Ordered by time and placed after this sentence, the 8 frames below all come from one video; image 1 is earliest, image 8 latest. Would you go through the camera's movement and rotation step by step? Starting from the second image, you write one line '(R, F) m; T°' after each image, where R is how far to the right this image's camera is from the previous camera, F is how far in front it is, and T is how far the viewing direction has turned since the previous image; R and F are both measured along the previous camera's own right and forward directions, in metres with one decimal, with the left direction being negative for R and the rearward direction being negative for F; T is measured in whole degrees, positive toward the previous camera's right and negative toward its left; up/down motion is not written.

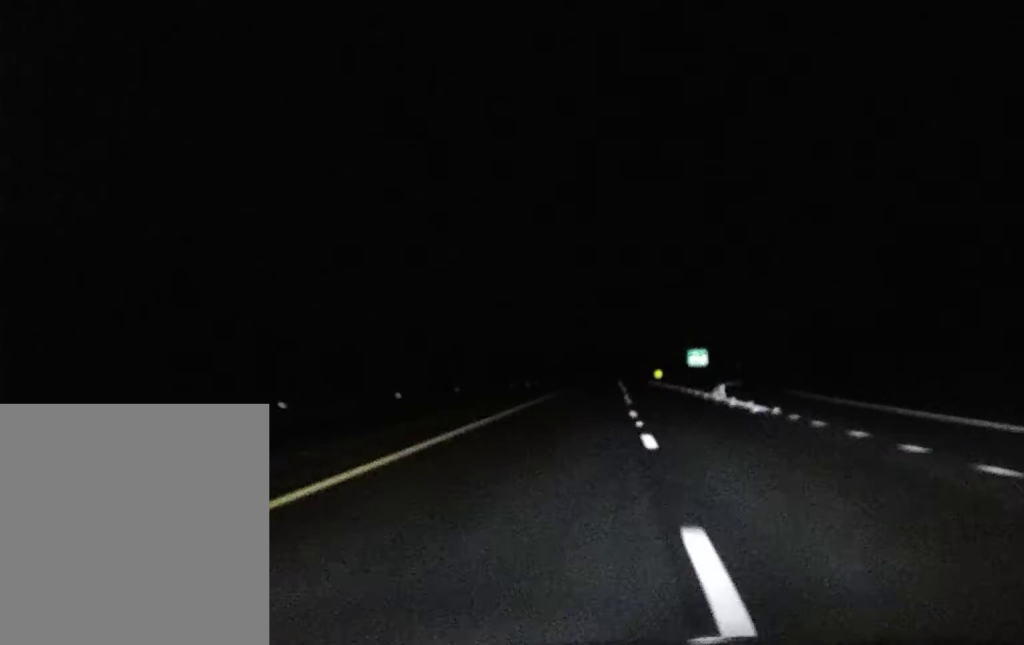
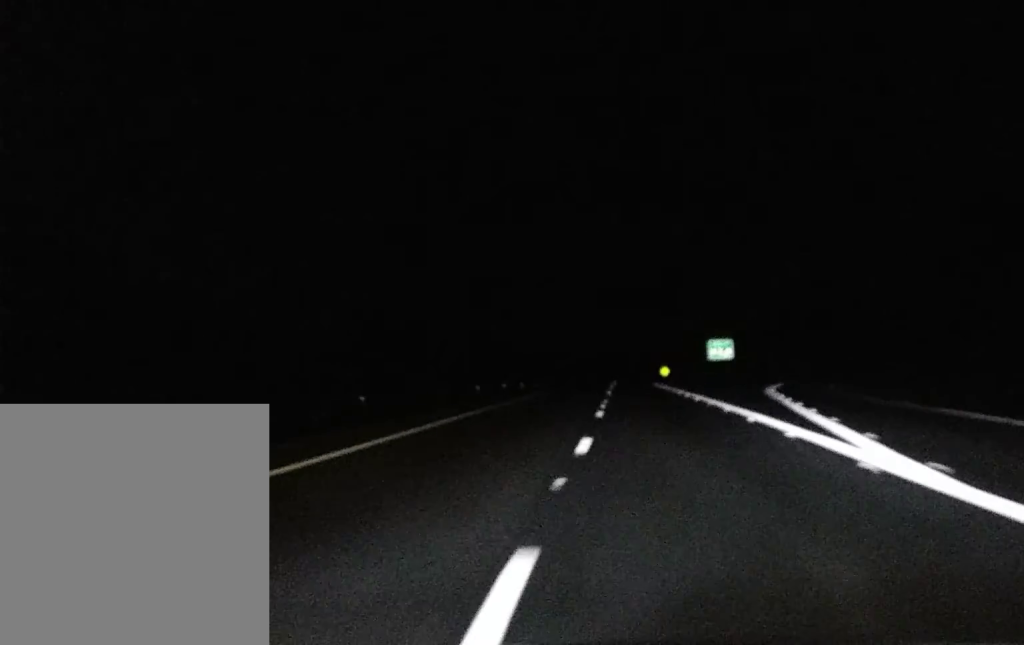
(-0.2, +36.2) m; -1°
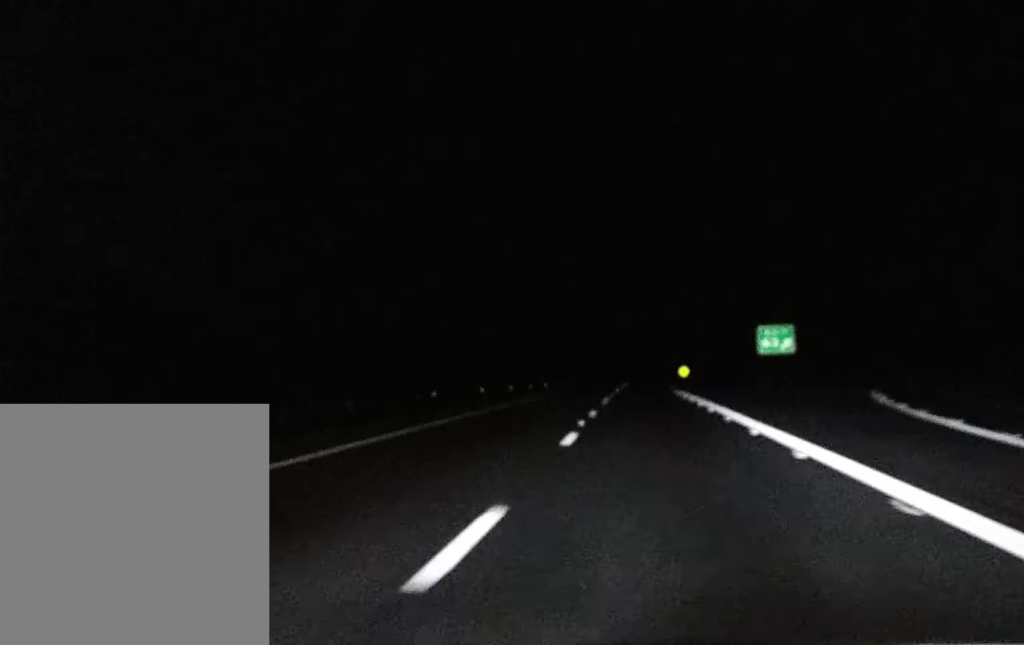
(-0.1, +34.3) m; 0°
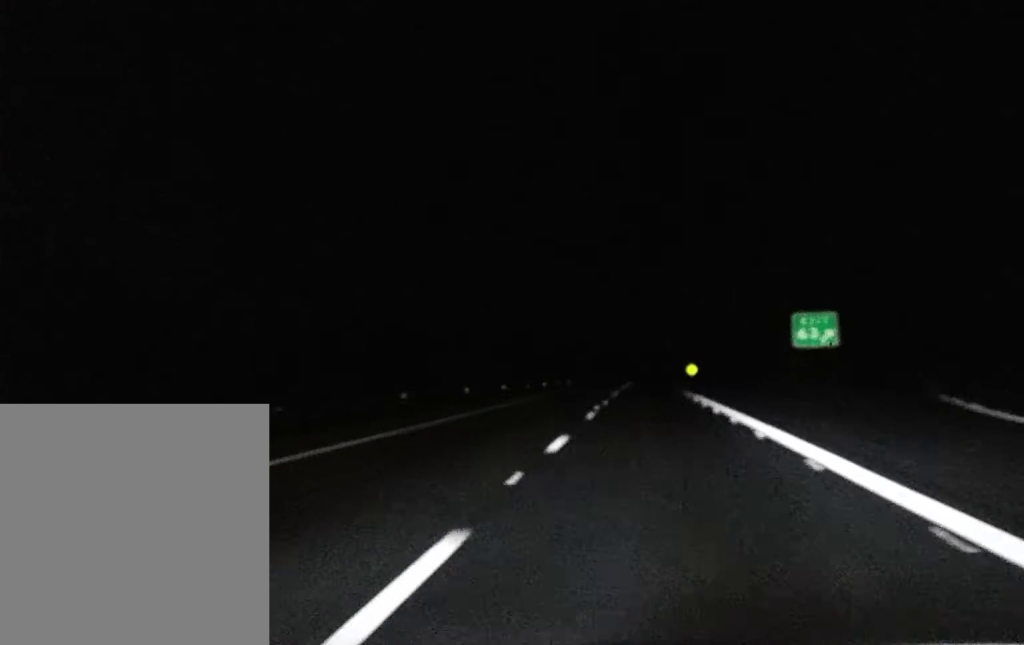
(0.0, +14.0) m; 0°
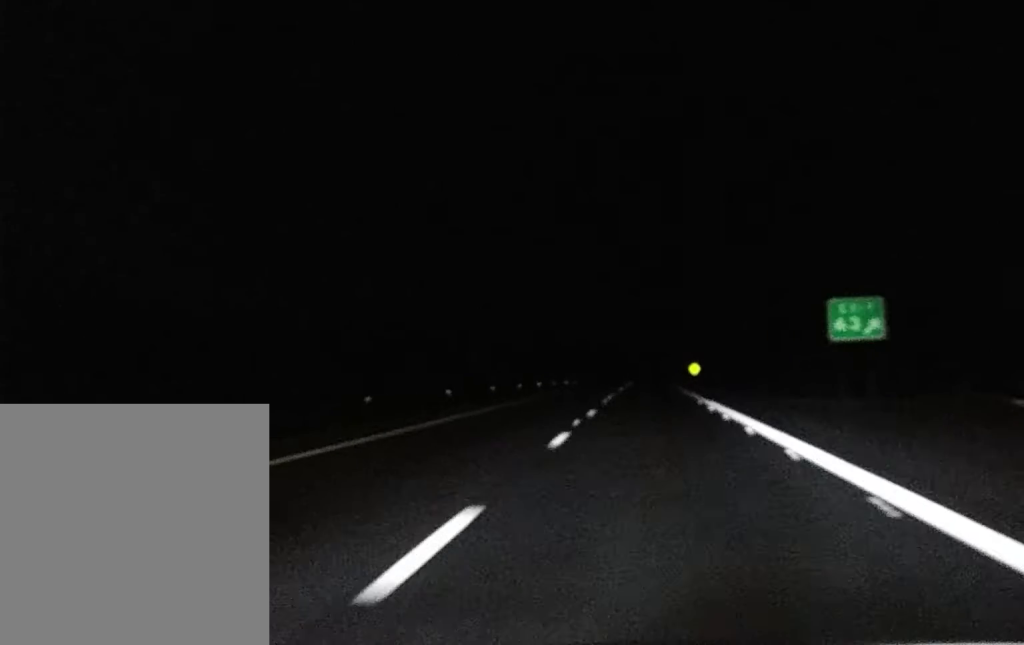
(0.0, +12.9) m; 0°
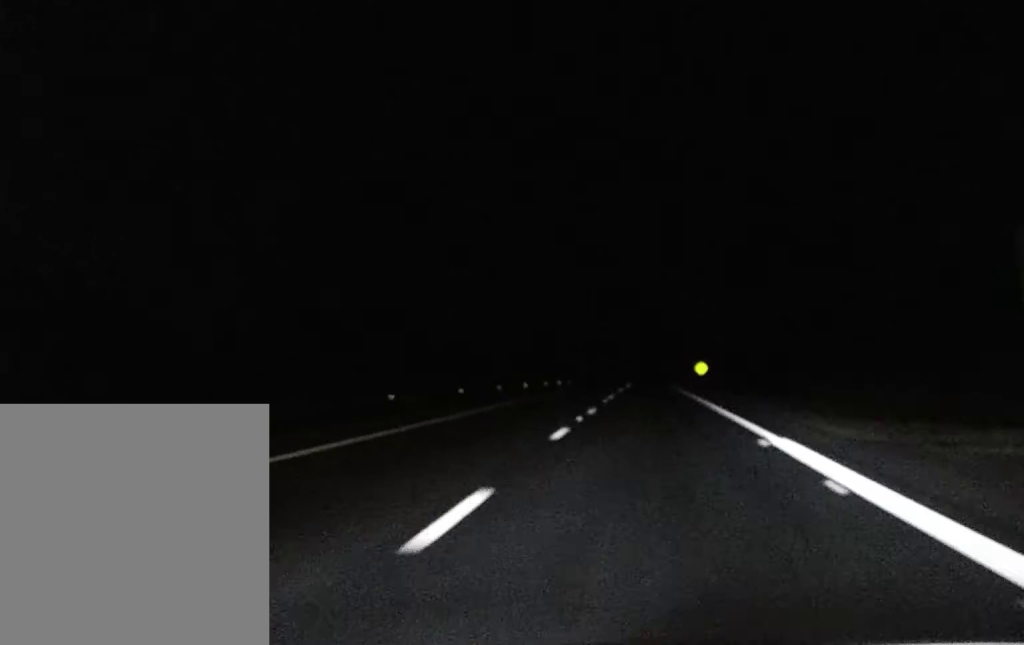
(0.0, +22.7) m; 0°
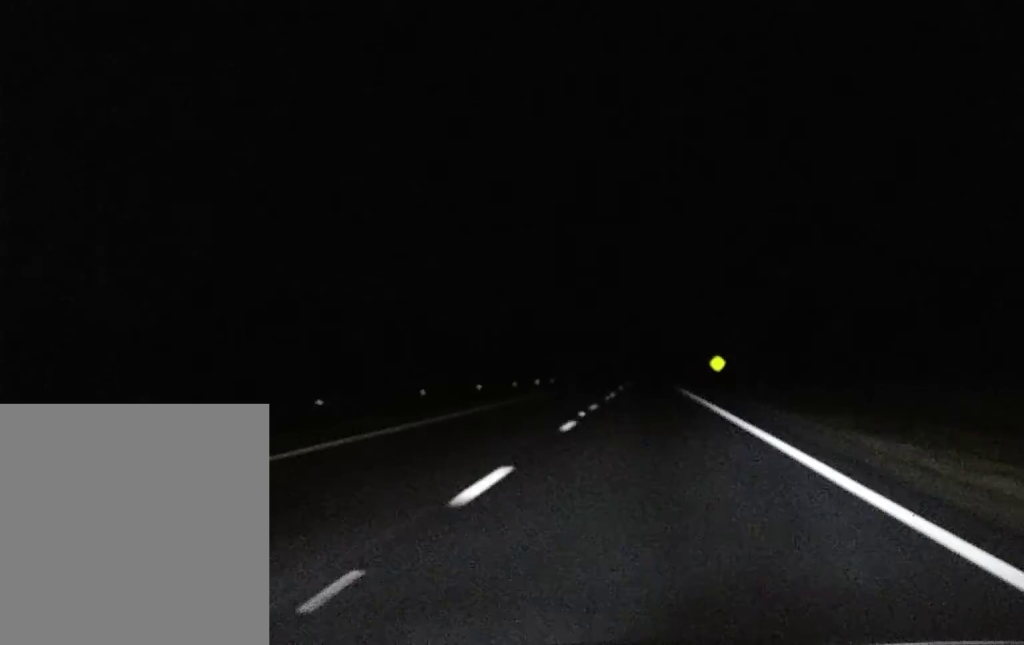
(0.0, +46.6) m; 0°
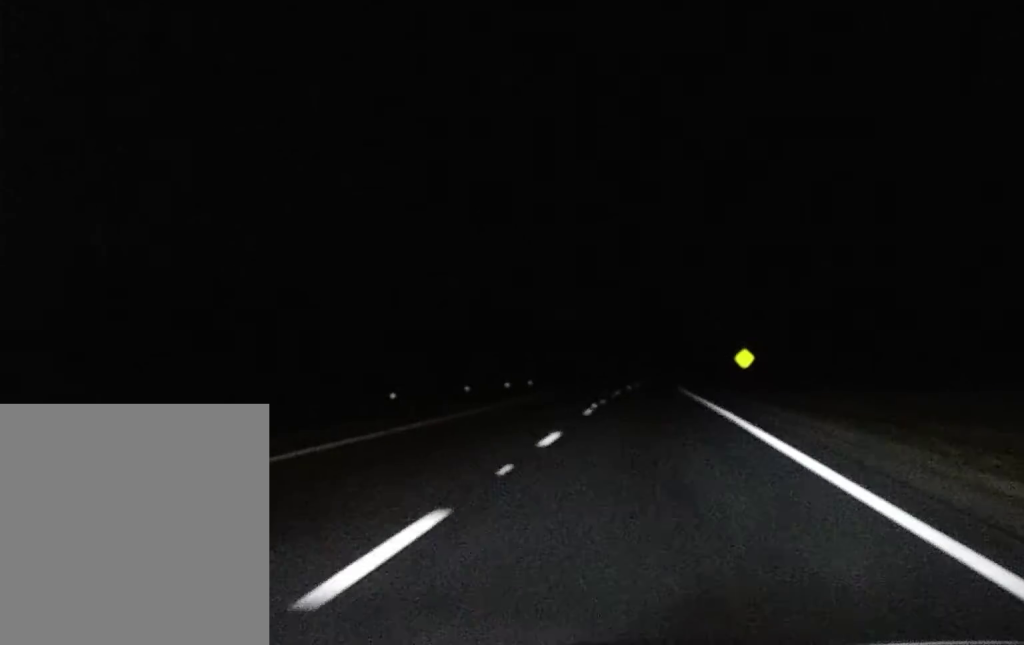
(-0.1, +42.2) m; 0°
